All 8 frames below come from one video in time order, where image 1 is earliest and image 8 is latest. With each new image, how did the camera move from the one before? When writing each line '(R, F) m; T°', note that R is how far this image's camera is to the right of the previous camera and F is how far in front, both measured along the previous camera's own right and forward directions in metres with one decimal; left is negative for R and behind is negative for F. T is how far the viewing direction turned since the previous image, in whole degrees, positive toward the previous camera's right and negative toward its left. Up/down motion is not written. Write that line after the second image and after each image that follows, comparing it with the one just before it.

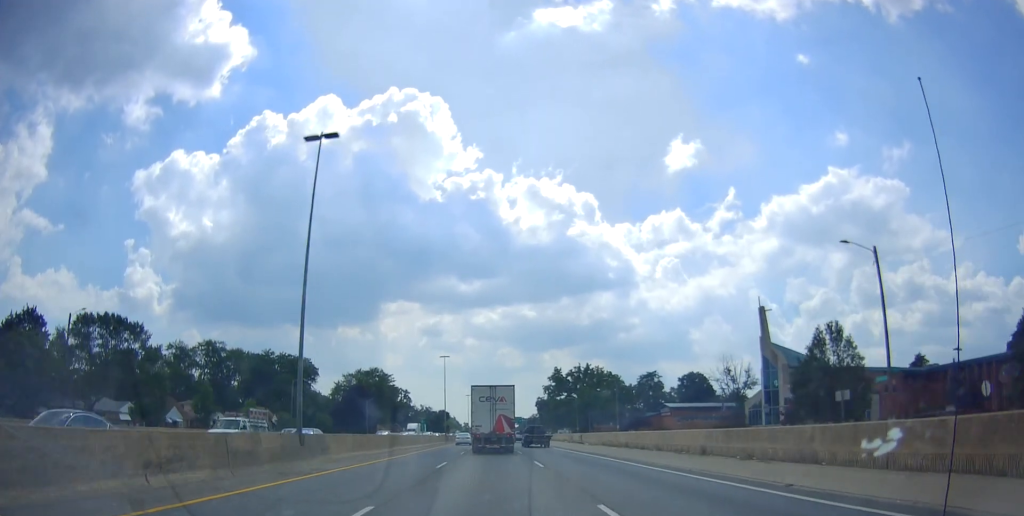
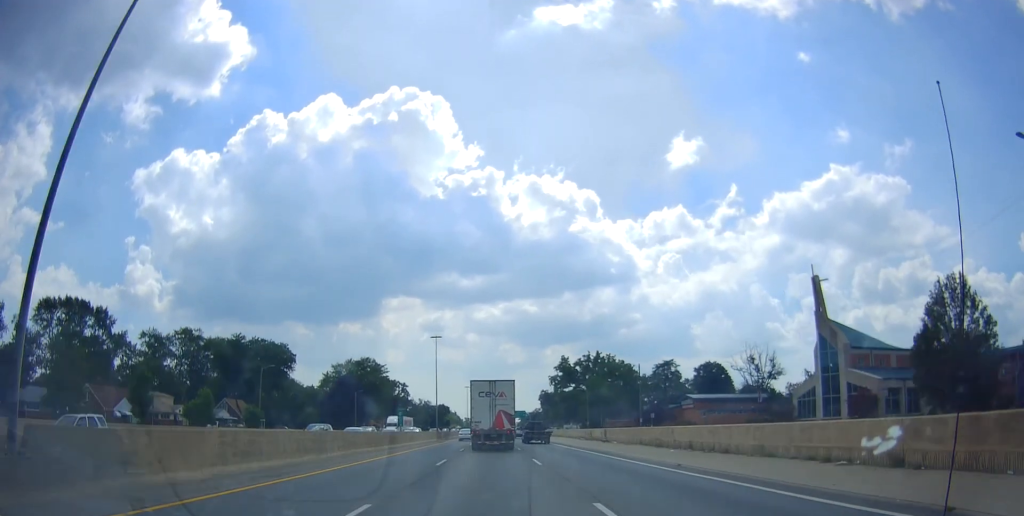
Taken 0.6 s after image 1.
(-0.2, +15.3) m; -1°
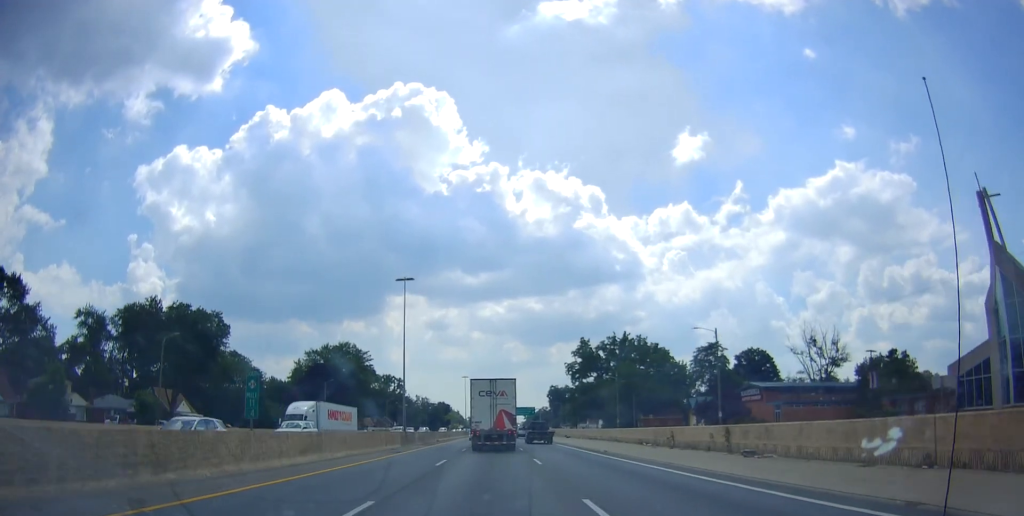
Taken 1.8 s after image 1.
(-0.3, +30.4) m; +1°
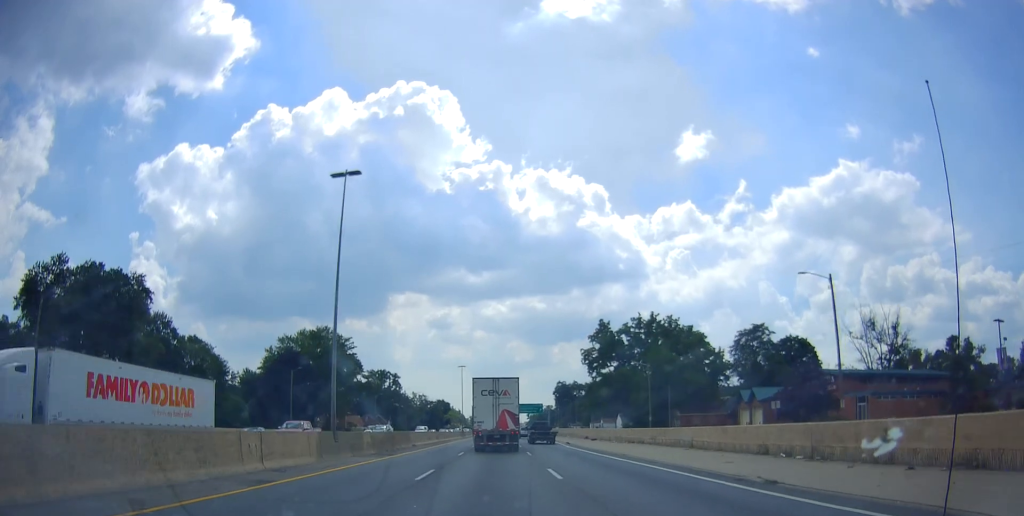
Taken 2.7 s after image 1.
(+0.4, +21.8) m; 0°
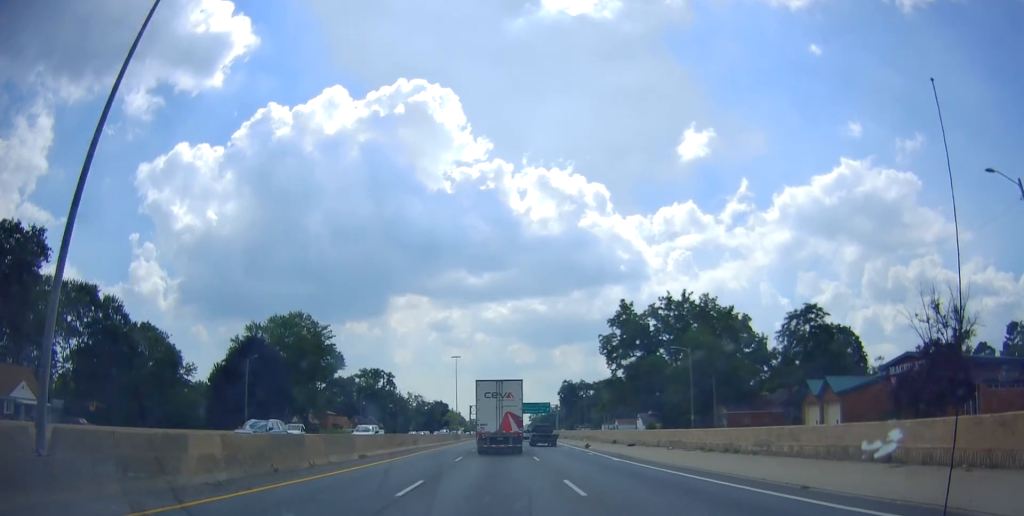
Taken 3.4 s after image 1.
(+0.1, +19.0) m; -1°
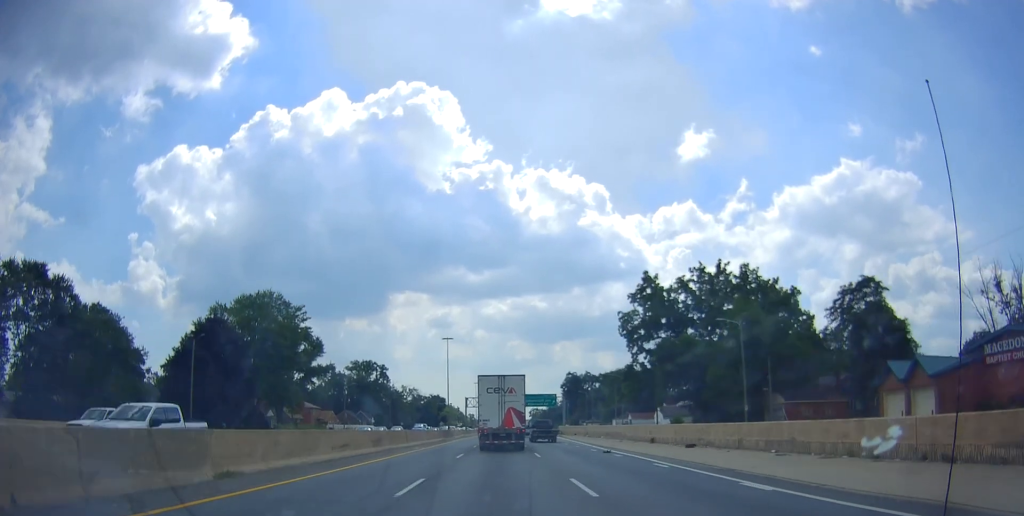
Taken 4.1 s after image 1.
(-0.6, +15.7) m; -1°
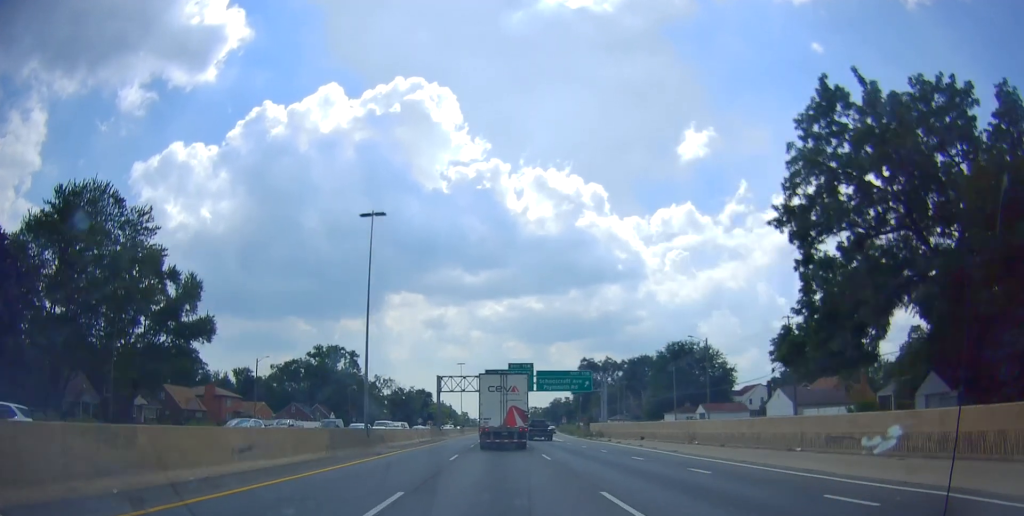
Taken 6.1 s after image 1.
(+1.3, +49.5) m; +2°
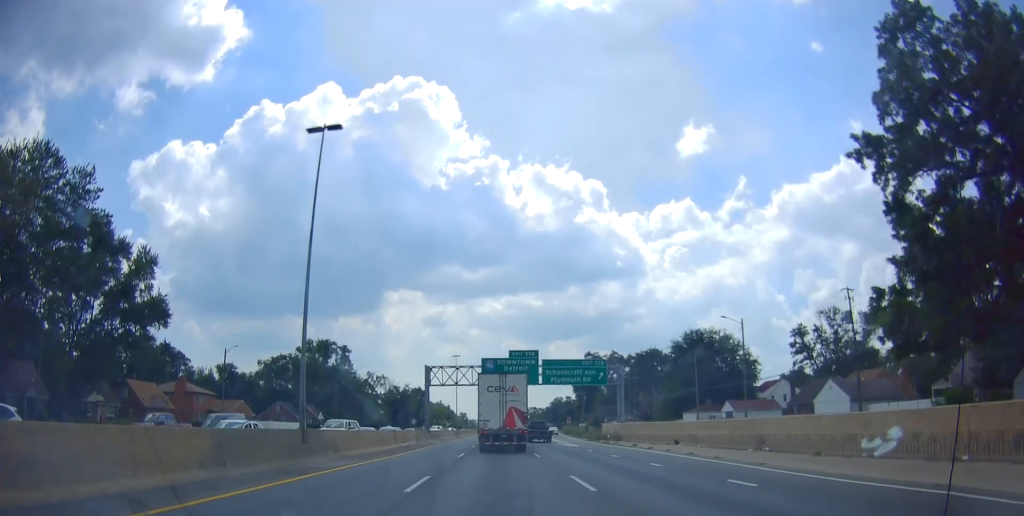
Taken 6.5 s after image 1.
(-0.1, +10.7) m; 0°
